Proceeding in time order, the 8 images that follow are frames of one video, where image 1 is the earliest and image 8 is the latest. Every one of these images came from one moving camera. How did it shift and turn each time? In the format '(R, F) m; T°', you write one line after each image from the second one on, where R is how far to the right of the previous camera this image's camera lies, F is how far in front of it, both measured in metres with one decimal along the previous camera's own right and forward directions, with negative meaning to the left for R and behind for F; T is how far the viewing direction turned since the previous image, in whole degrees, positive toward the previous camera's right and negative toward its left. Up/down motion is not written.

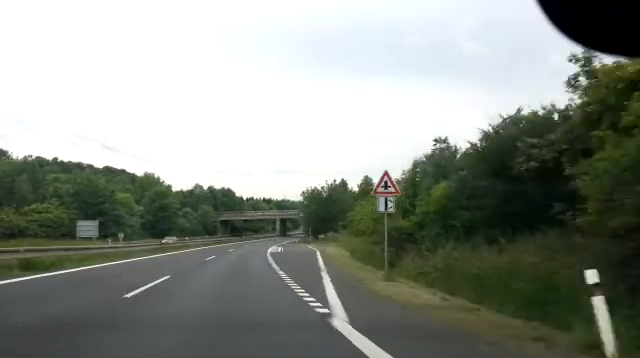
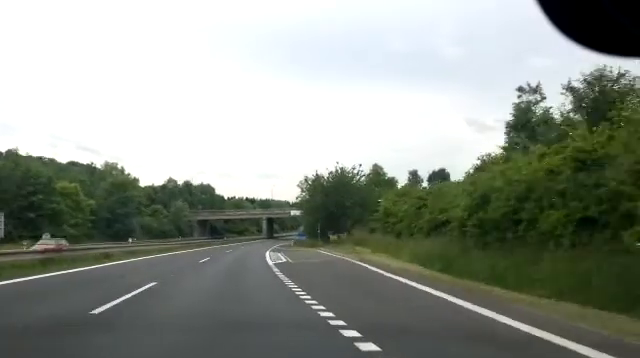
(+0.4, +20.9) m; +2°
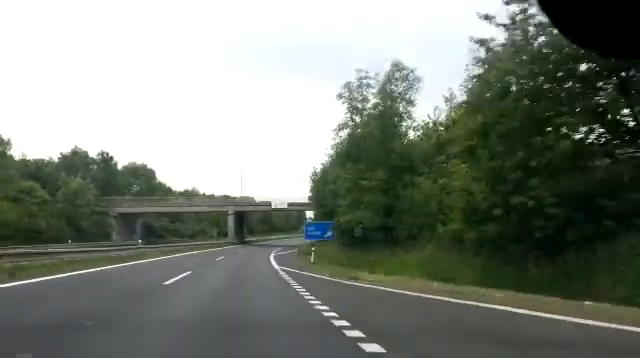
(+2.3, +50.1) m; +6°
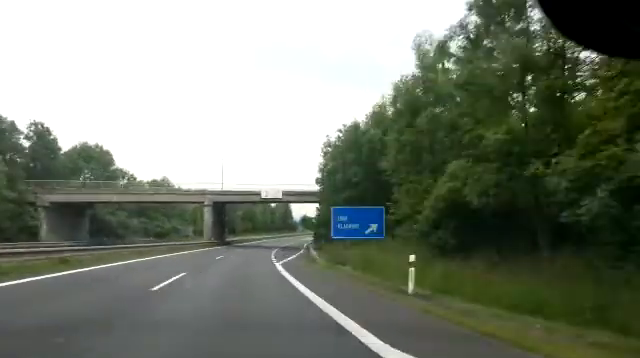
(+0.4, +20.9) m; +2°
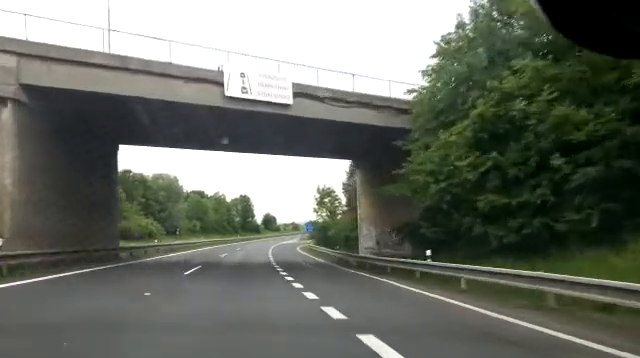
(+1.1, +49.5) m; +4°
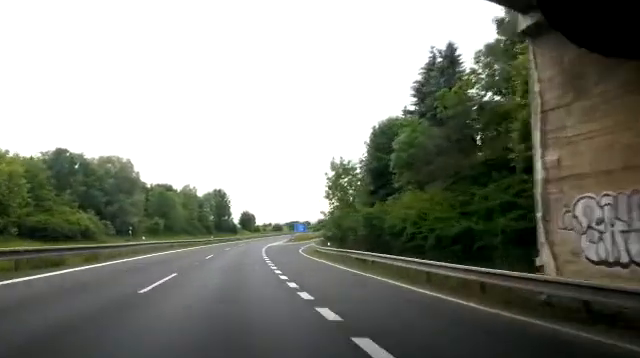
(+0.7, +24.7) m; +3°
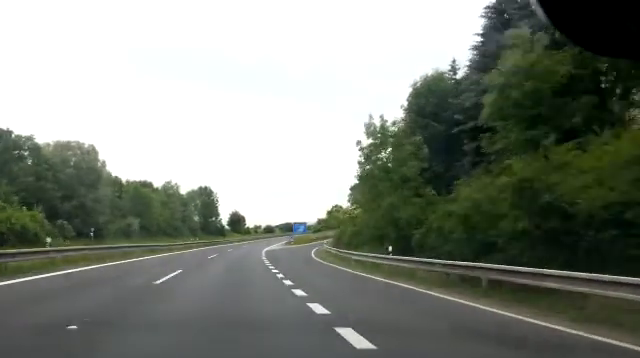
(+0.4, +15.8) m; +2°
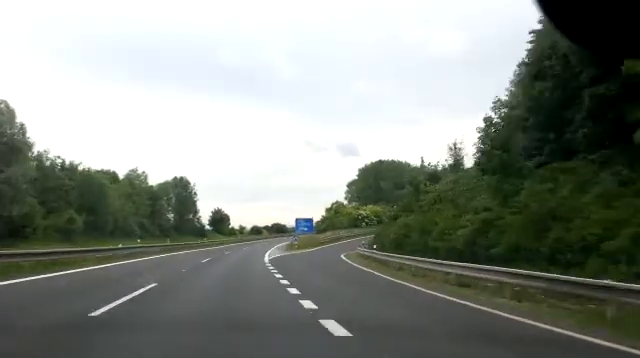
(+0.5, +23.2) m; +2°
